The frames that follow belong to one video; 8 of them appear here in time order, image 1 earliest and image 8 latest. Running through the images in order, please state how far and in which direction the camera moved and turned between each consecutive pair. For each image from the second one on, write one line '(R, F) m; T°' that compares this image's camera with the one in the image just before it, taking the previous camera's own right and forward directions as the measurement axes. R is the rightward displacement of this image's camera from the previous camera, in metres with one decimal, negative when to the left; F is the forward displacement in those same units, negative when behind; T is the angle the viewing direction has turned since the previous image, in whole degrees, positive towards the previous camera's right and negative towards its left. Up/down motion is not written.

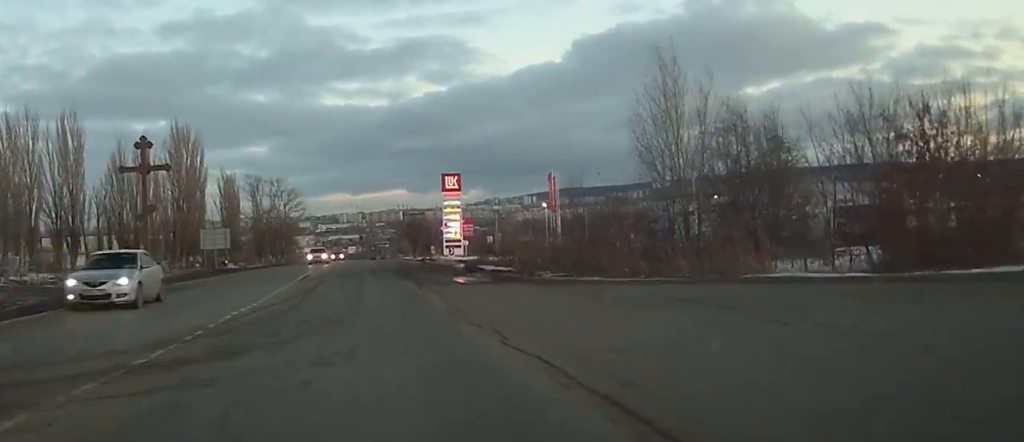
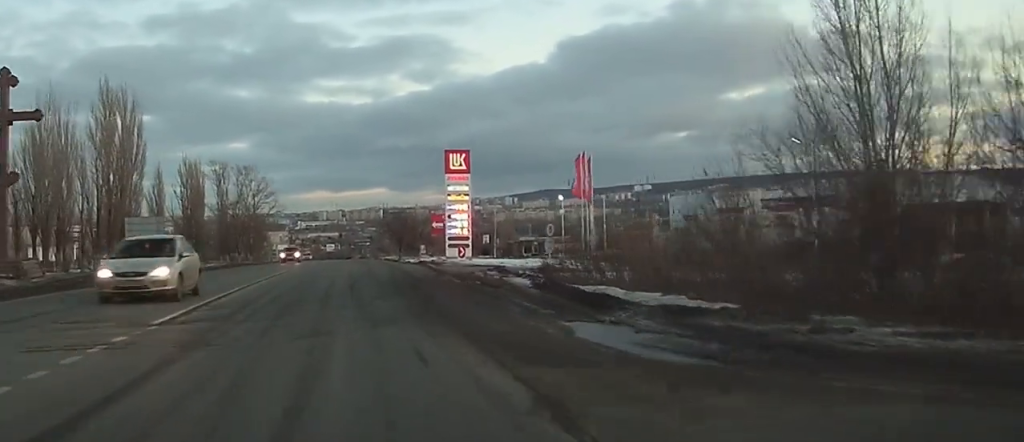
(0.0, +22.6) m; +1°
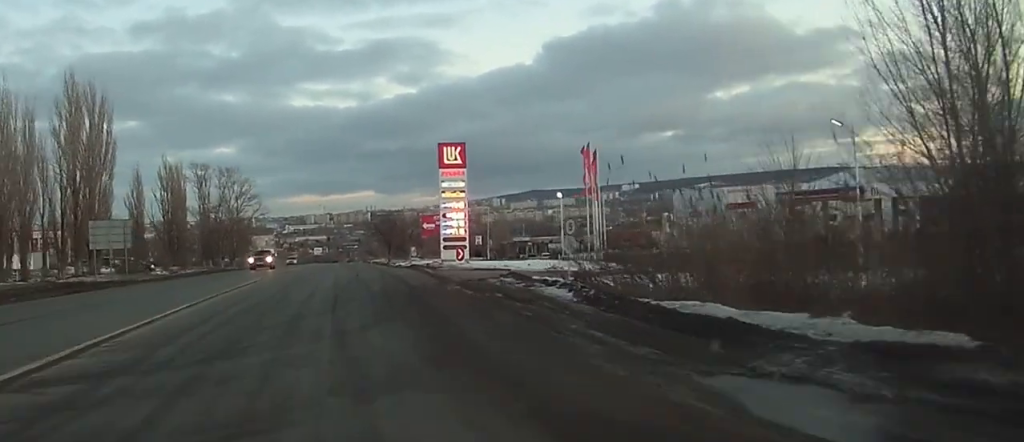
(0.0, +6.5) m; 0°
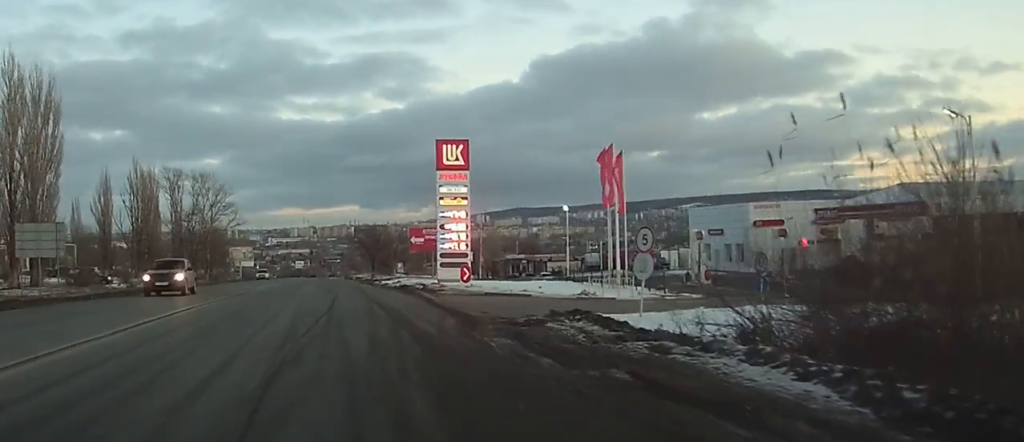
(+0.1, +11.4) m; 0°
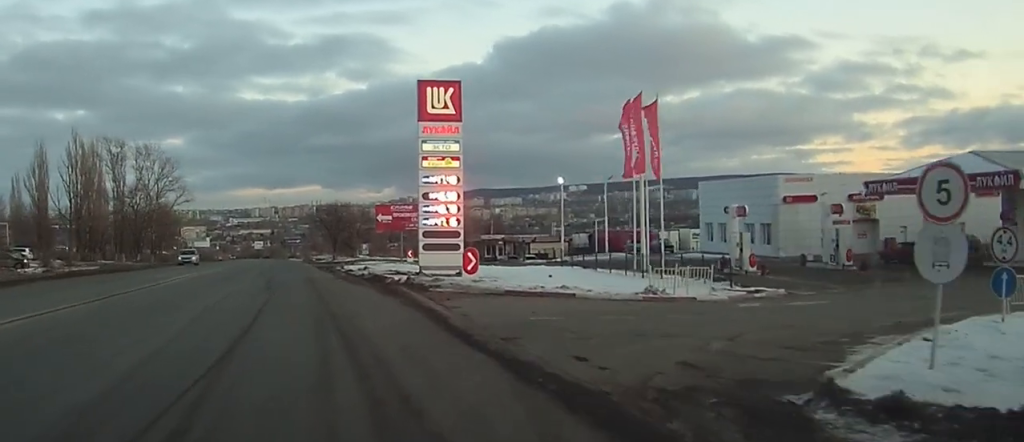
(+0.1, +15.4) m; +3°
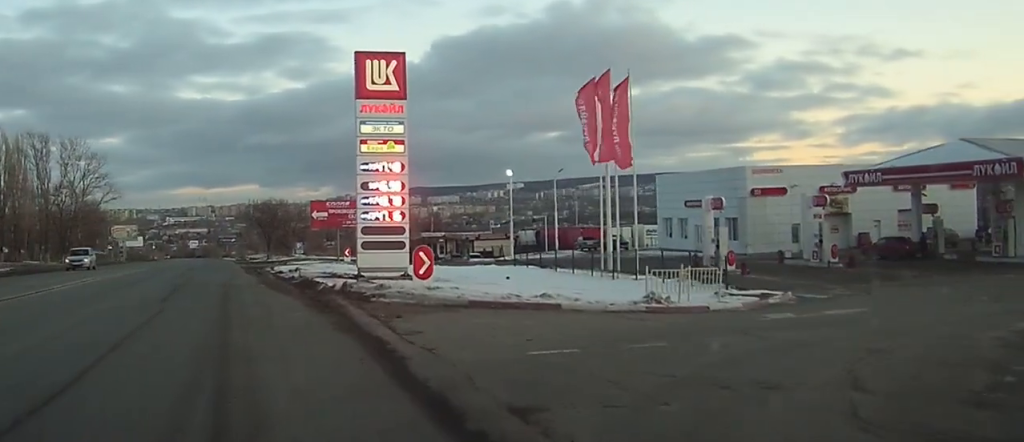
(+0.3, +7.2) m; +4°
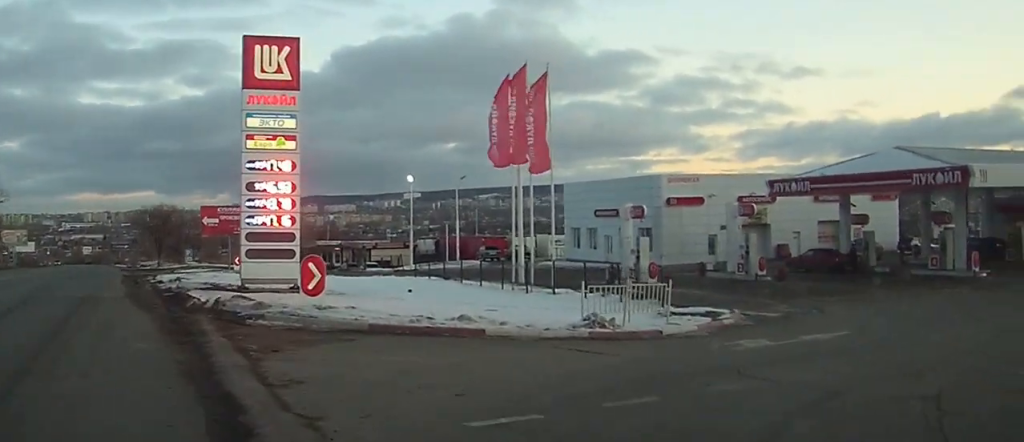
(+0.2, +5.5) m; +7°
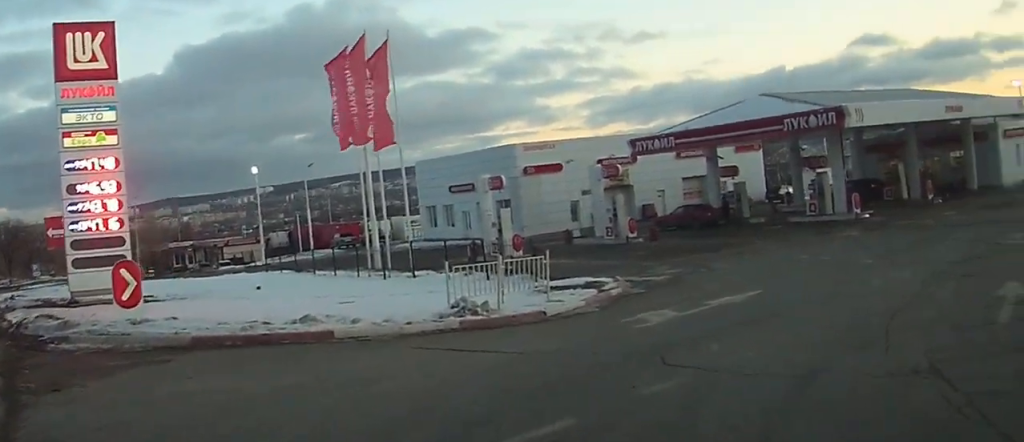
(+0.5, +3.6) m; +11°
